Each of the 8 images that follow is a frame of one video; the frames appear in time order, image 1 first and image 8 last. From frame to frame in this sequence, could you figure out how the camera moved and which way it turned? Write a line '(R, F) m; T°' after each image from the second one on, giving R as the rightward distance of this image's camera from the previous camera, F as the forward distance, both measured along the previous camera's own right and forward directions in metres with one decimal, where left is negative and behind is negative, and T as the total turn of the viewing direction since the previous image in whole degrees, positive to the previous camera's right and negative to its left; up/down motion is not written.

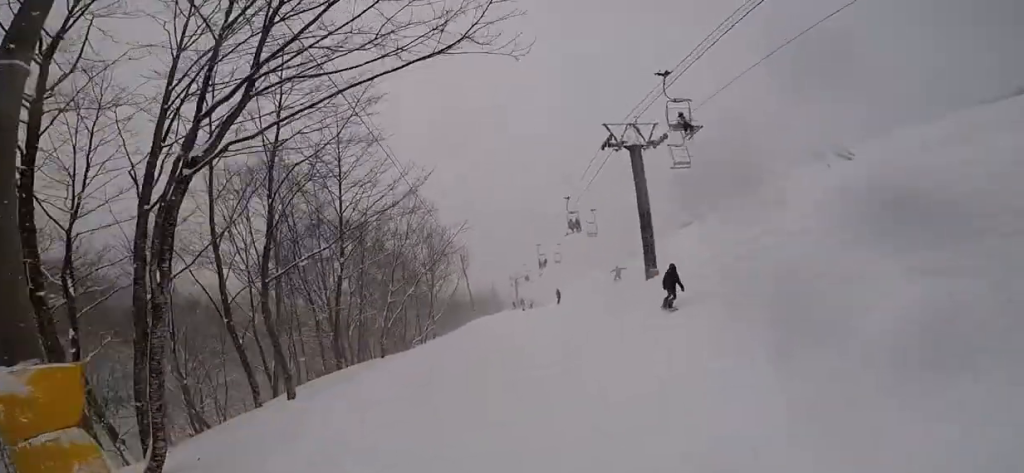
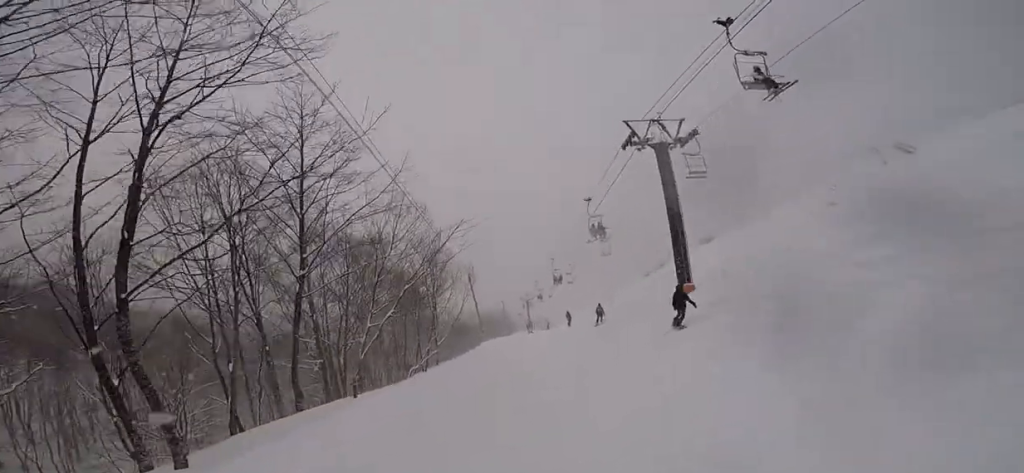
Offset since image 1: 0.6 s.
(-0.2, +3.3) m; -4°
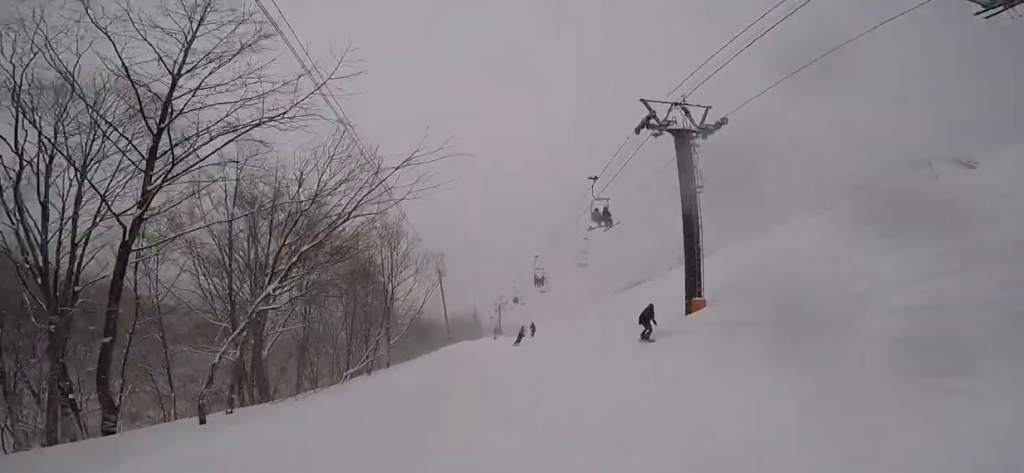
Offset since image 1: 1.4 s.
(-0.1, +4.3) m; -1°
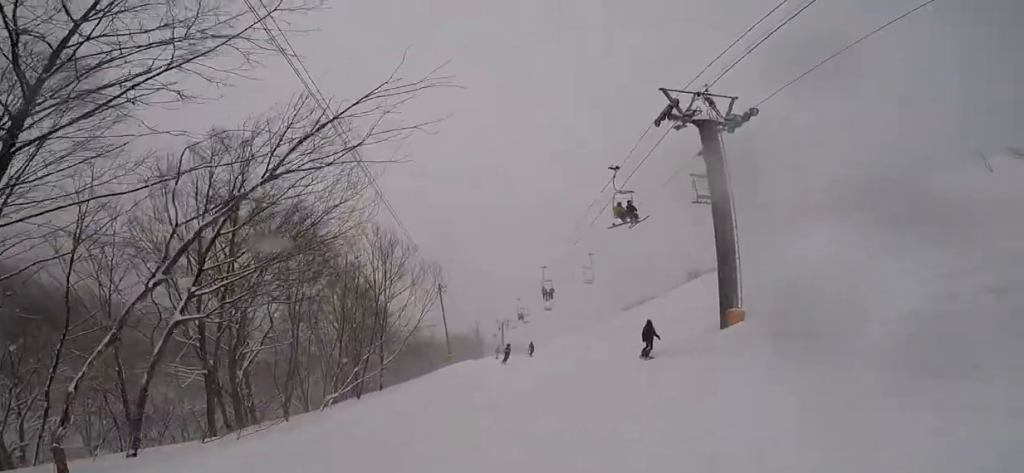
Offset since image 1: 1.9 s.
(0.0, +2.5) m; 0°
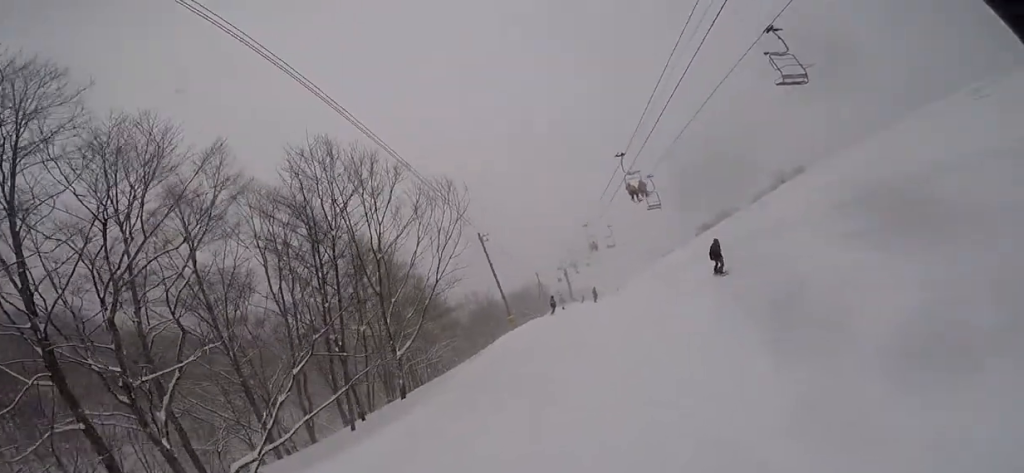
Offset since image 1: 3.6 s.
(0.0, +9.2) m; 0°
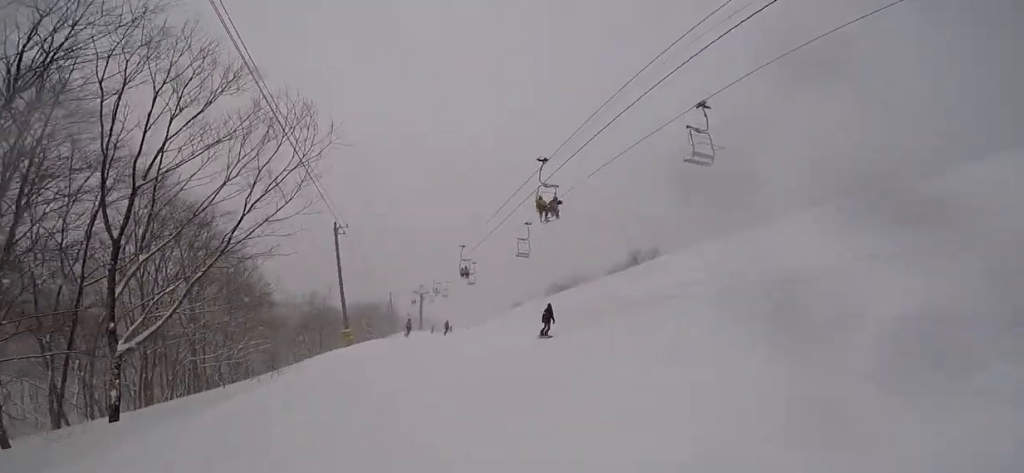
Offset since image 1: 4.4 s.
(0.0, +4.6) m; 0°
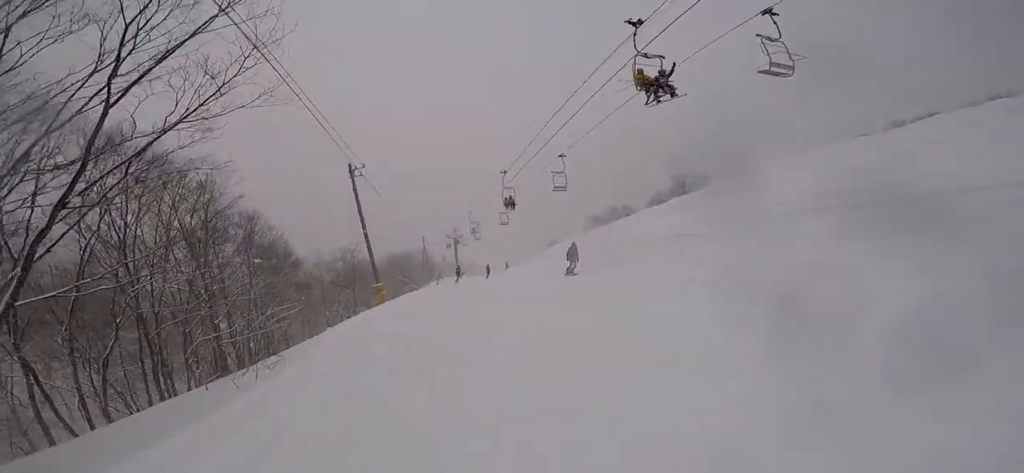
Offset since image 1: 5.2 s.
(0.0, +4.3) m; +1°
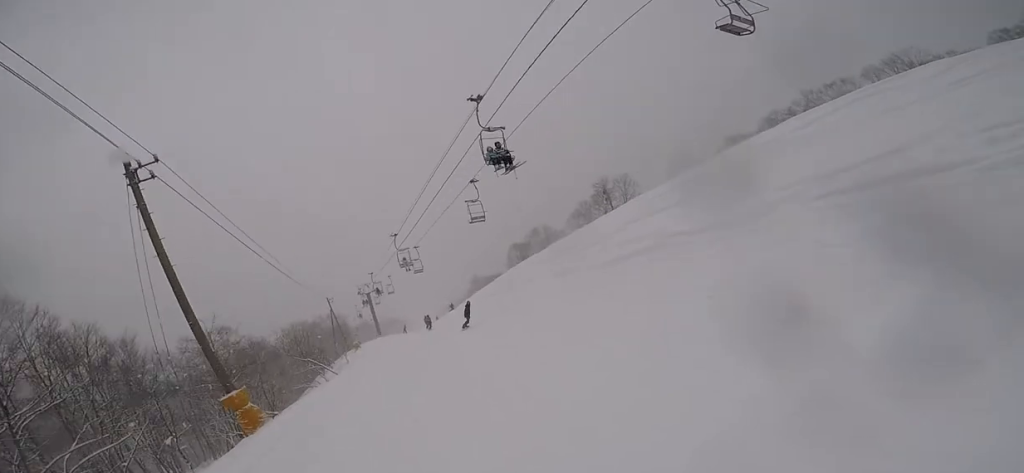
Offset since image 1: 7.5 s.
(+1.5, +11.2) m; +9°
